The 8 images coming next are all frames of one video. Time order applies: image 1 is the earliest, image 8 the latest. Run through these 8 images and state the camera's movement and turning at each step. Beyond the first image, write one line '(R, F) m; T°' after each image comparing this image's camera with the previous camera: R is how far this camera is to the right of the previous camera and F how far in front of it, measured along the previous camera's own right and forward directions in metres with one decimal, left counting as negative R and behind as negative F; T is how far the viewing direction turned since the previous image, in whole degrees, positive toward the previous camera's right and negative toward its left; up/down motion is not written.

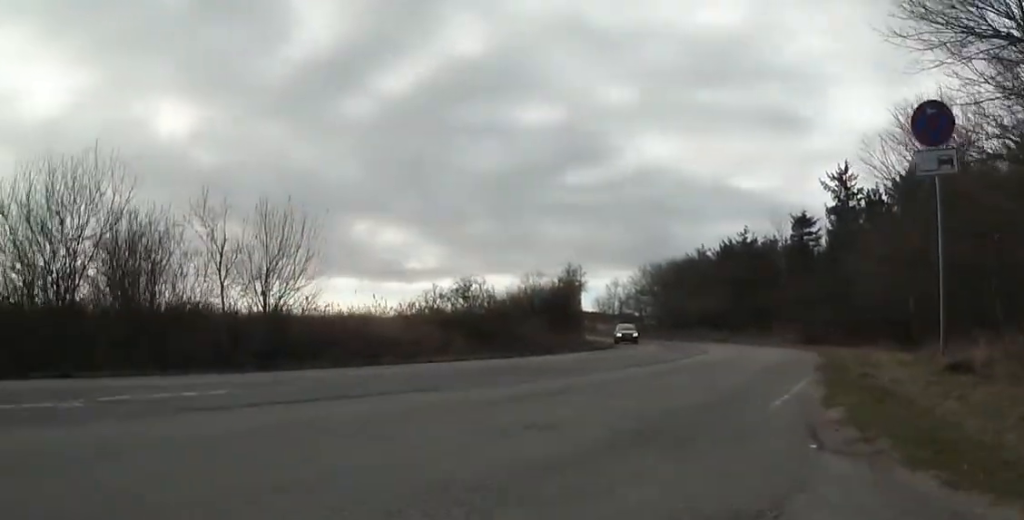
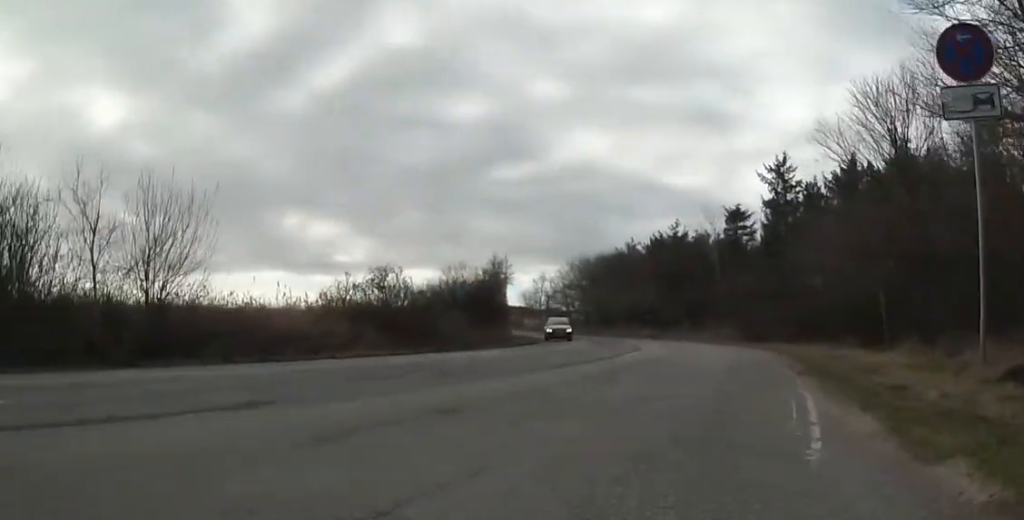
(0.0, +2.8) m; 0°
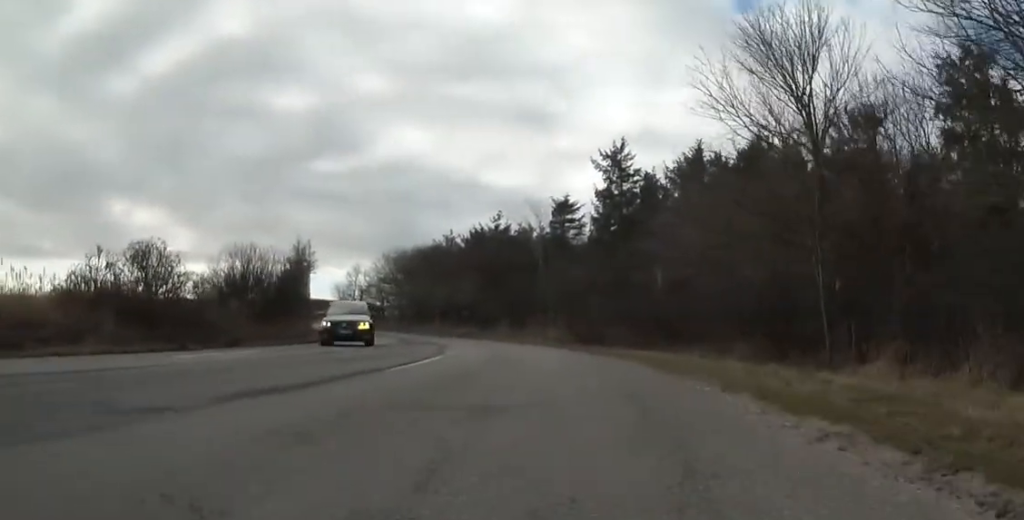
(0.0, +7.1) m; +4°
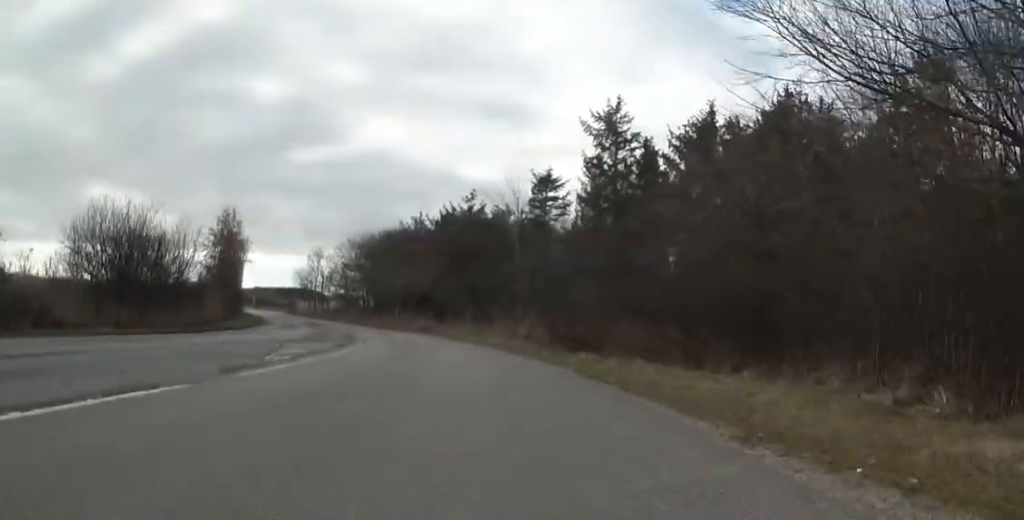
(+0.5, +12.2) m; -1°
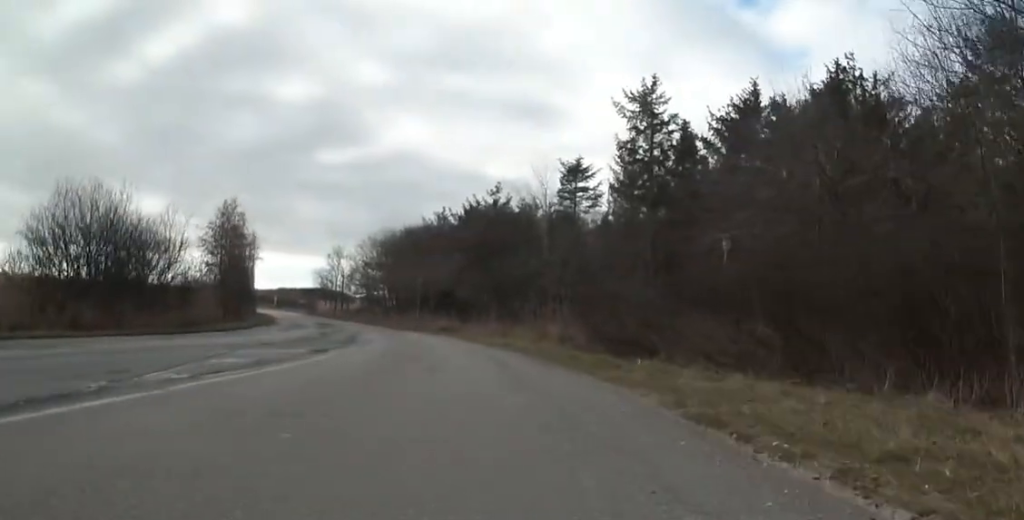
(-0.2, +4.7) m; -4°
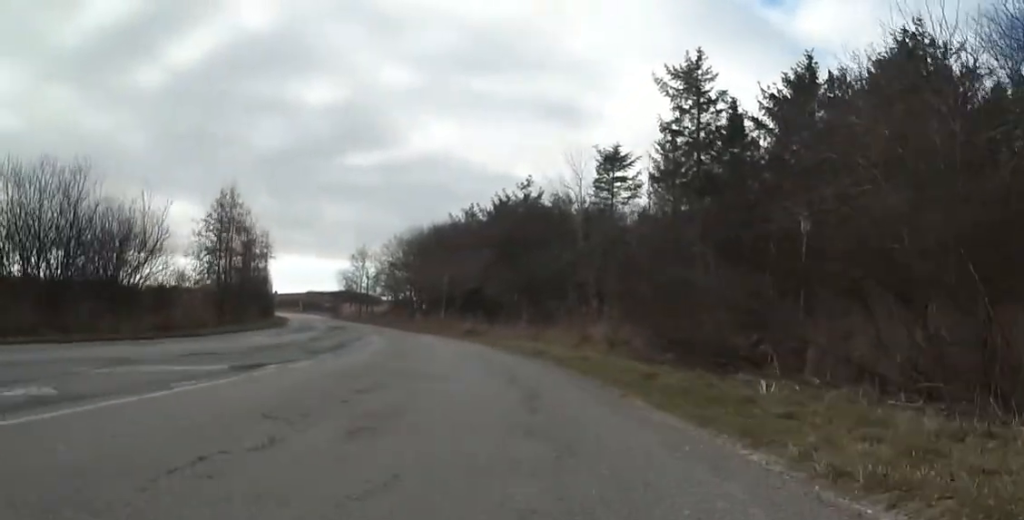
(0.0, +5.2) m; -5°
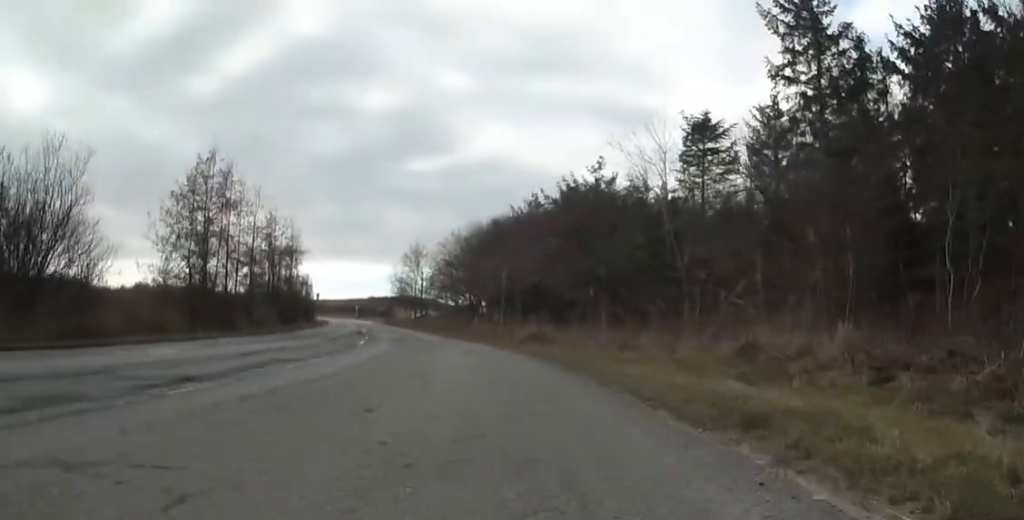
(-0.6, +10.1) m; -1°
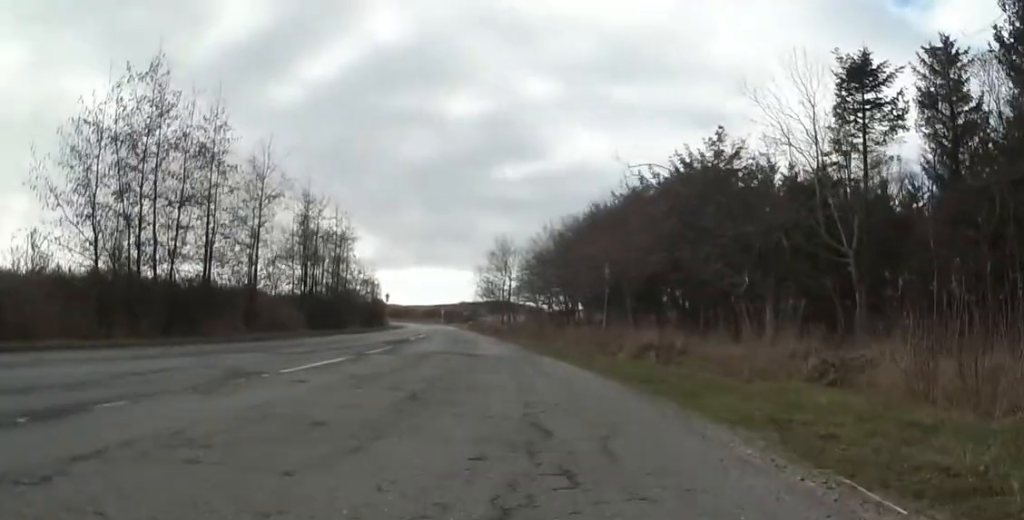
(-0.3, +11.7) m; -8°
